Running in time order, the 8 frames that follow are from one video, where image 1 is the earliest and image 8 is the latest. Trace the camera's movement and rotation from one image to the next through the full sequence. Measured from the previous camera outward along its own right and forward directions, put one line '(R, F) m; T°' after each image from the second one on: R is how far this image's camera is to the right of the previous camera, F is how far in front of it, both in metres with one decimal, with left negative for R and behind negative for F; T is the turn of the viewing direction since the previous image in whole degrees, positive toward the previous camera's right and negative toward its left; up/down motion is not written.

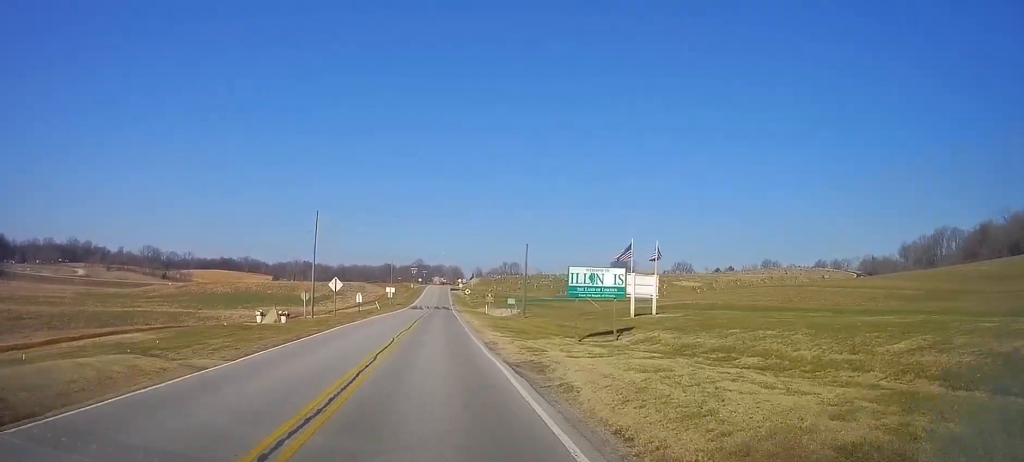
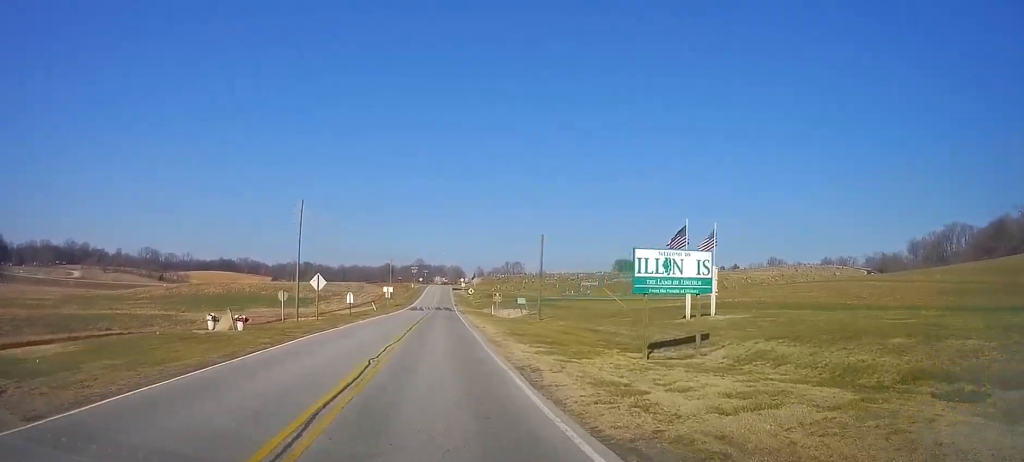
(-0.1, +7.8) m; -1°
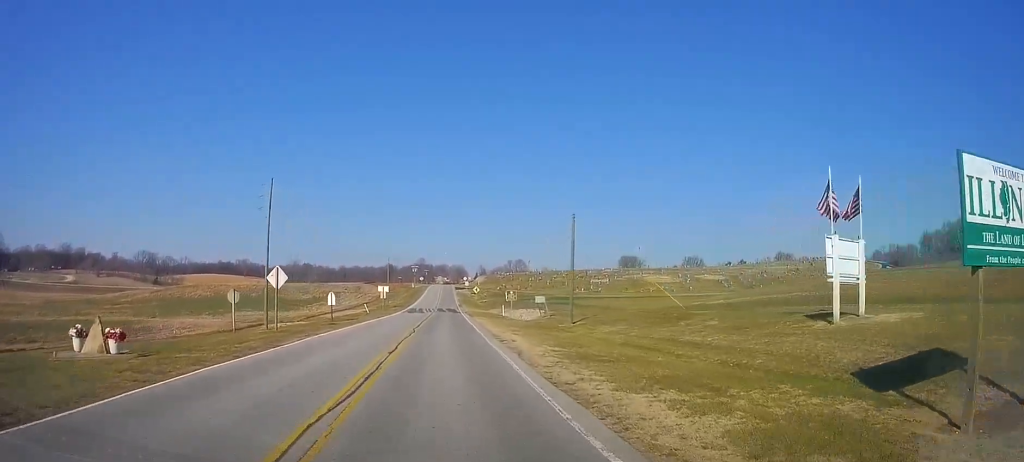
(-0.2, +11.1) m; -1°
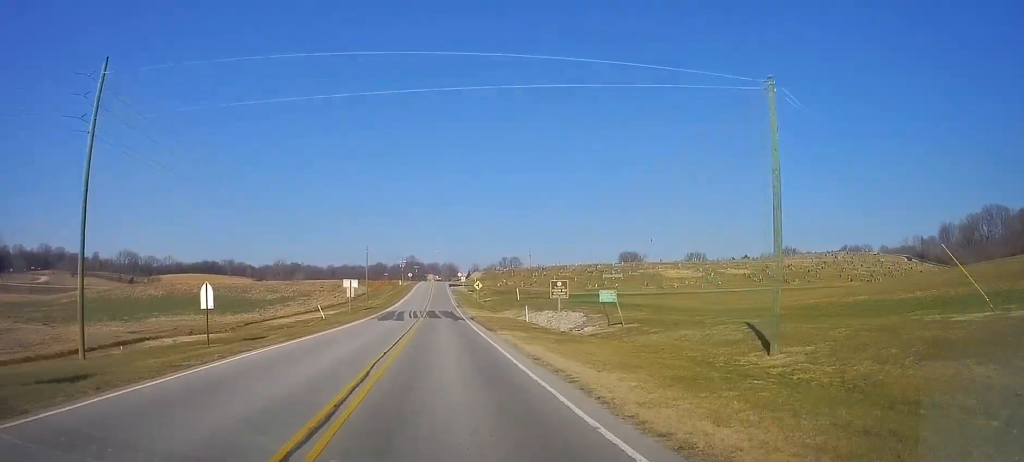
(-0.3, +25.0) m; 0°
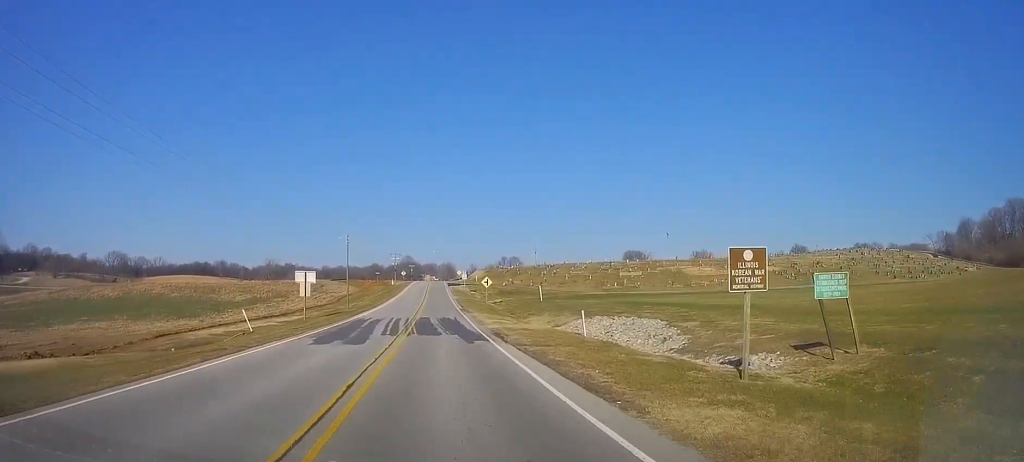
(+0.3, +19.8) m; +1°
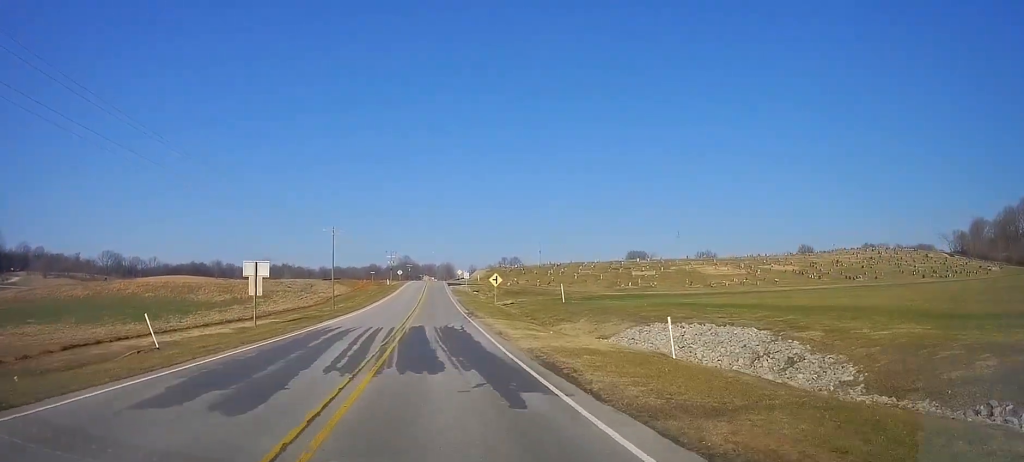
(-0.2, +11.4) m; +1°
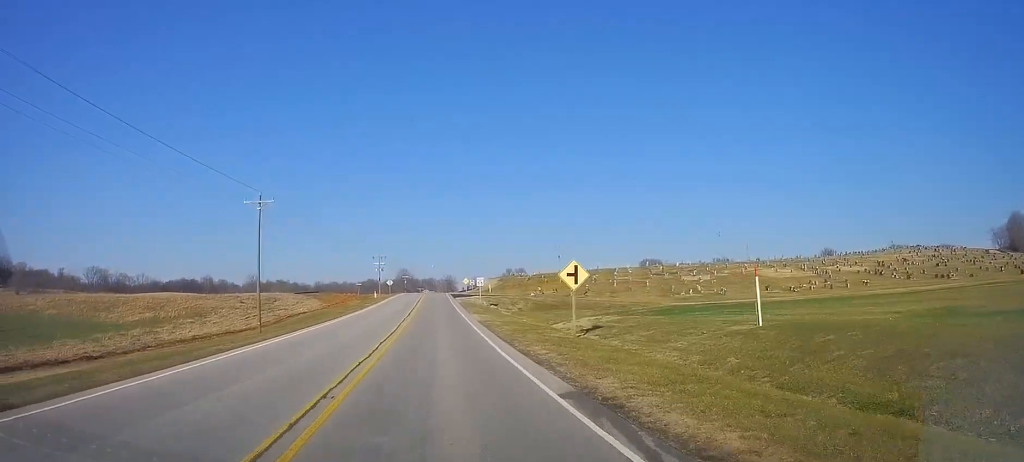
(+0.7, +31.9) m; 0°
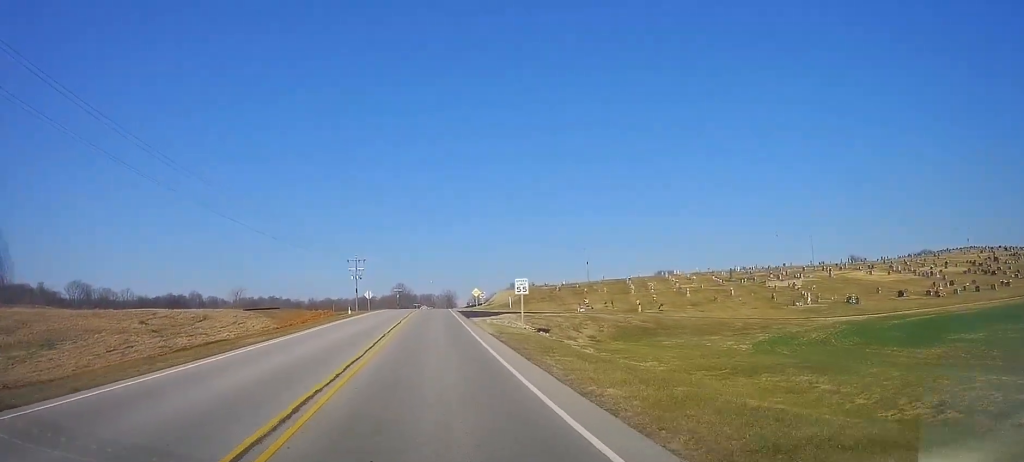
(-0.4, +34.5) m; 0°
